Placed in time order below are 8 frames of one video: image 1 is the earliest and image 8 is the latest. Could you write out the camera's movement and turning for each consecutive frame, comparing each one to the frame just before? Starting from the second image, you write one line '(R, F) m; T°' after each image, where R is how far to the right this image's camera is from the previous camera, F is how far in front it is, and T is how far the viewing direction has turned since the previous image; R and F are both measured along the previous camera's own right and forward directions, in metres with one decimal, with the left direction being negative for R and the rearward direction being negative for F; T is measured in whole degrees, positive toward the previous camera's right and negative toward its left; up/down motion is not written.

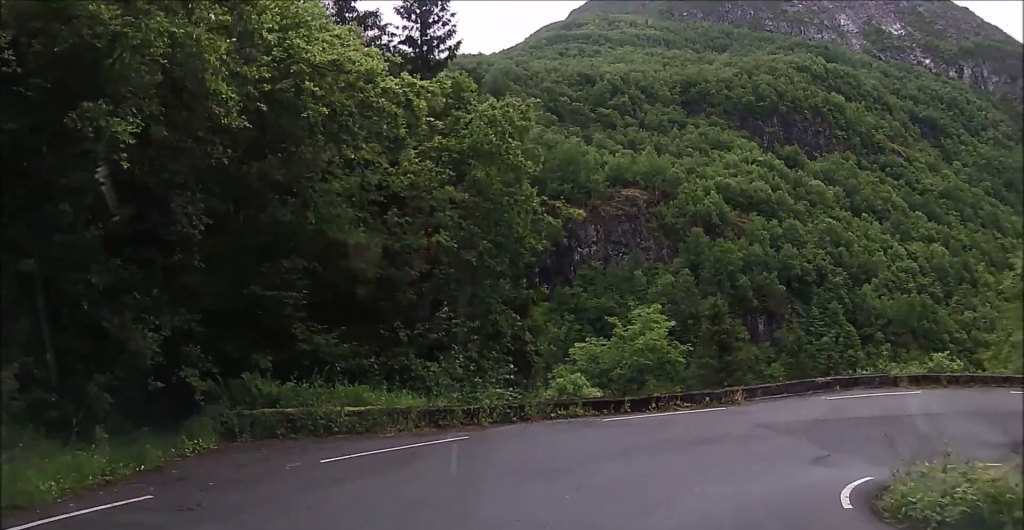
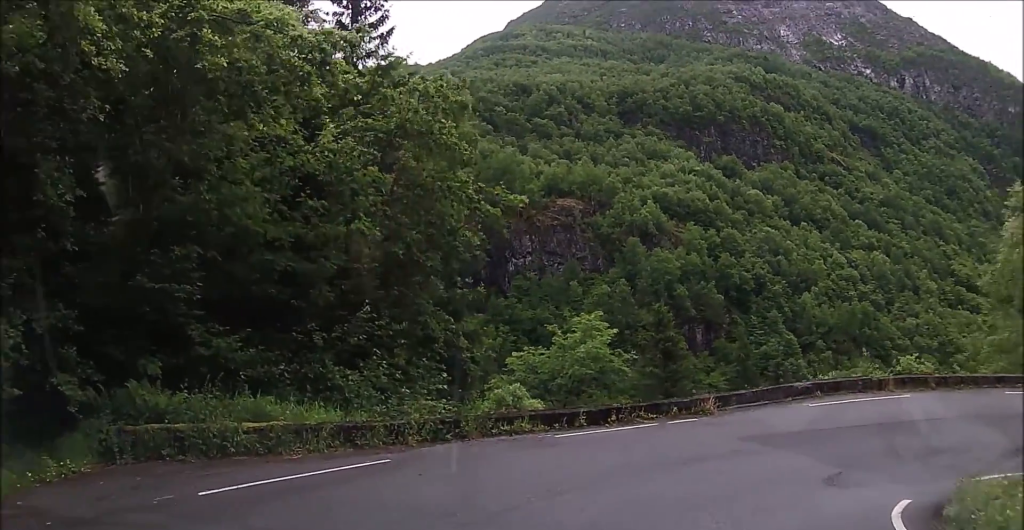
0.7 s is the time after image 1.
(+0.2, +3.1) m; +10°
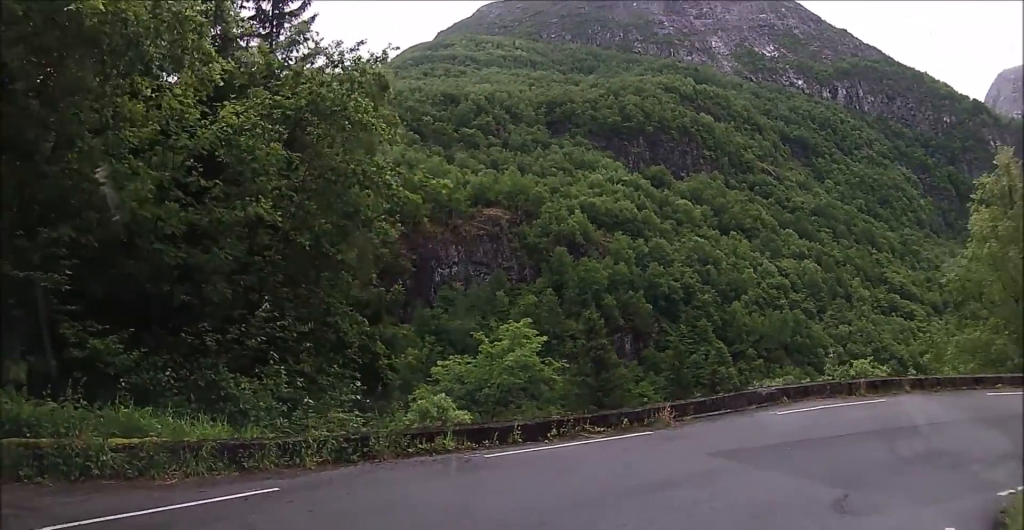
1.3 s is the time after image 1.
(+0.1, +2.4) m; +13°
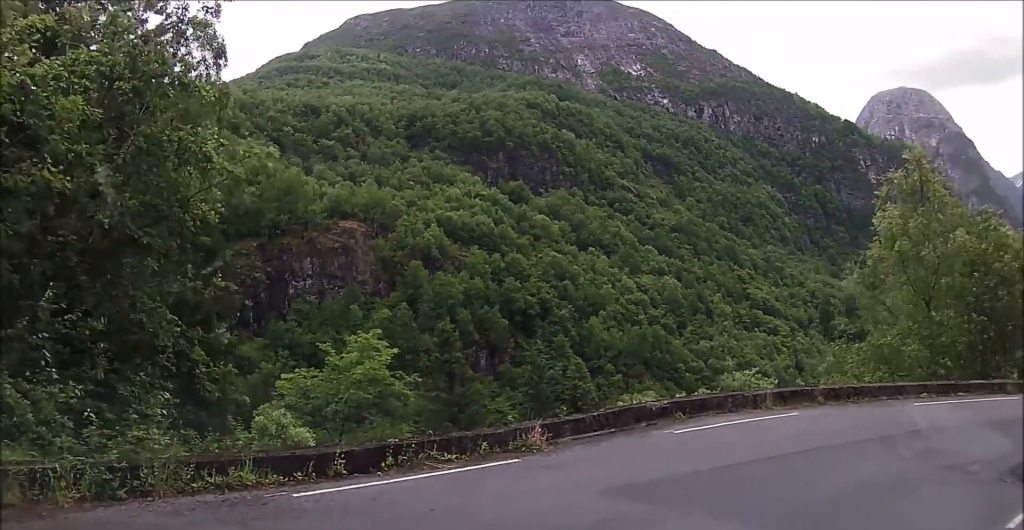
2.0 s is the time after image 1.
(+0.6, +2.7) m; +14°
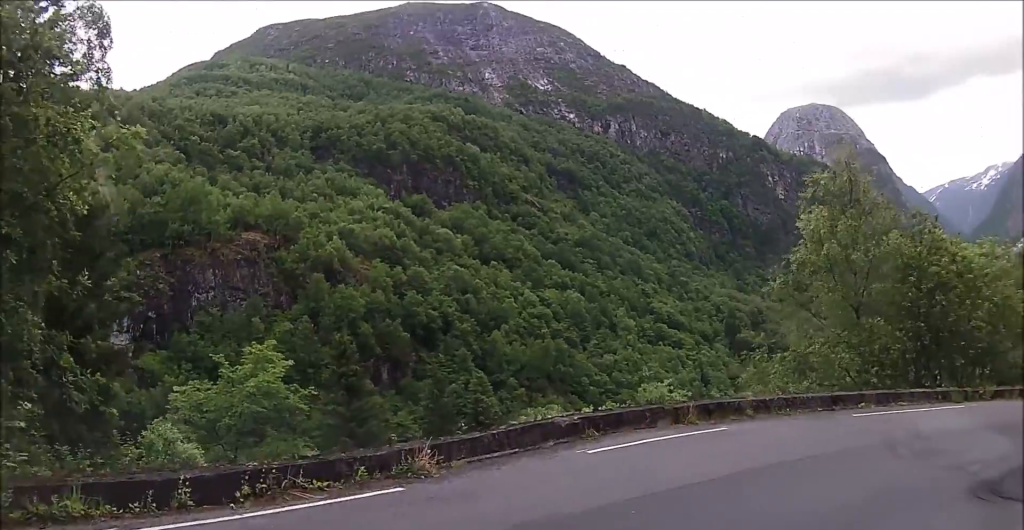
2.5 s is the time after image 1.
(+0.1, +1.5) m; +8°
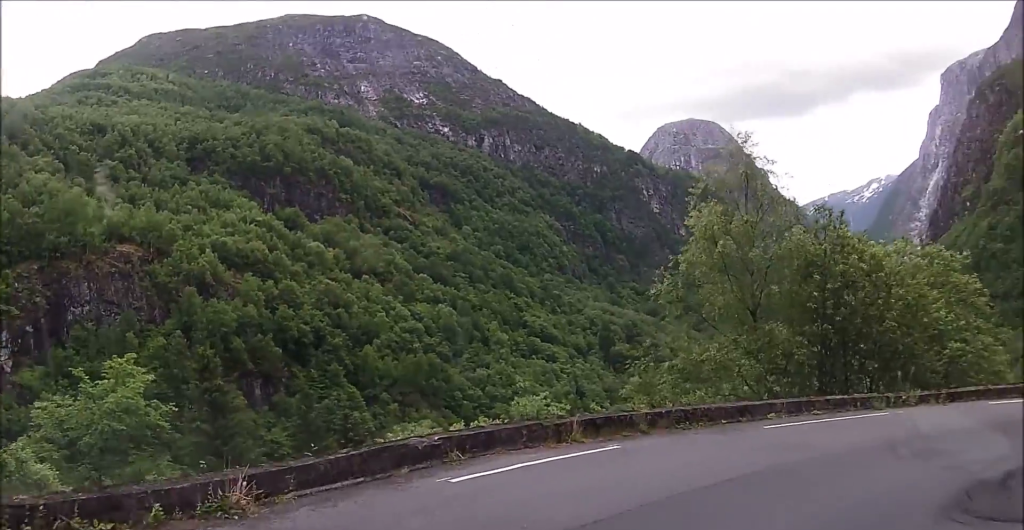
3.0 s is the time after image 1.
(+0.1, +1.9) m; +10°
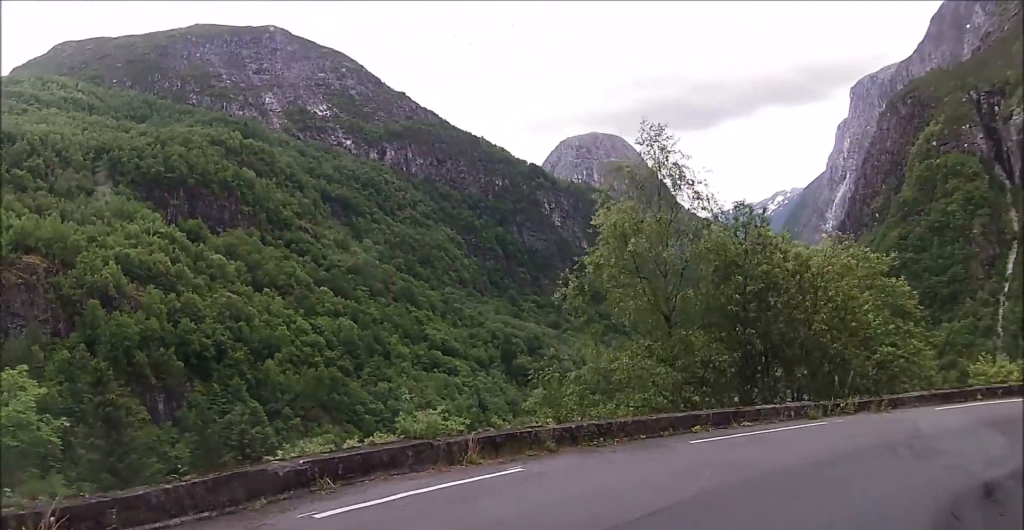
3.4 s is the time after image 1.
(-0.2, +1.6) m; +8°
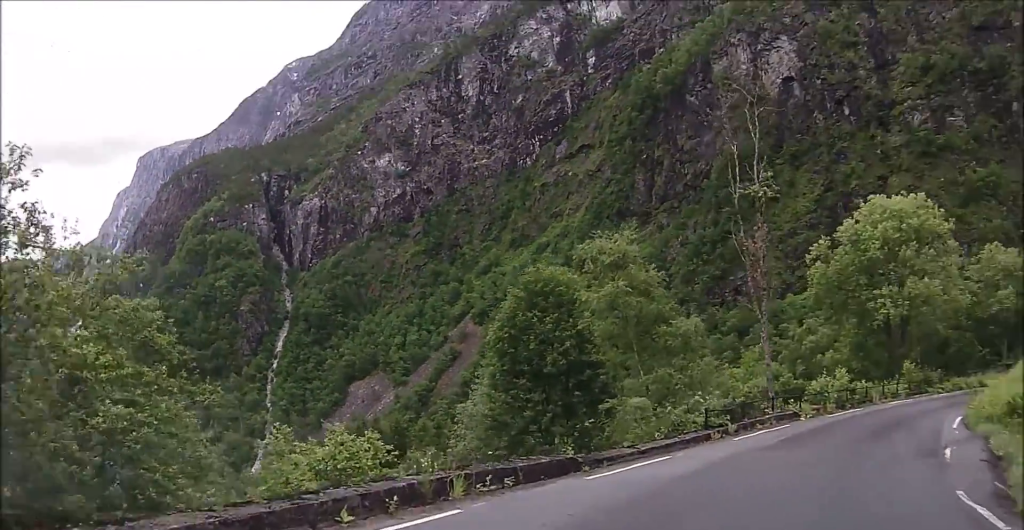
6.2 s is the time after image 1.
(+5.5, +8.4) m; +65°
